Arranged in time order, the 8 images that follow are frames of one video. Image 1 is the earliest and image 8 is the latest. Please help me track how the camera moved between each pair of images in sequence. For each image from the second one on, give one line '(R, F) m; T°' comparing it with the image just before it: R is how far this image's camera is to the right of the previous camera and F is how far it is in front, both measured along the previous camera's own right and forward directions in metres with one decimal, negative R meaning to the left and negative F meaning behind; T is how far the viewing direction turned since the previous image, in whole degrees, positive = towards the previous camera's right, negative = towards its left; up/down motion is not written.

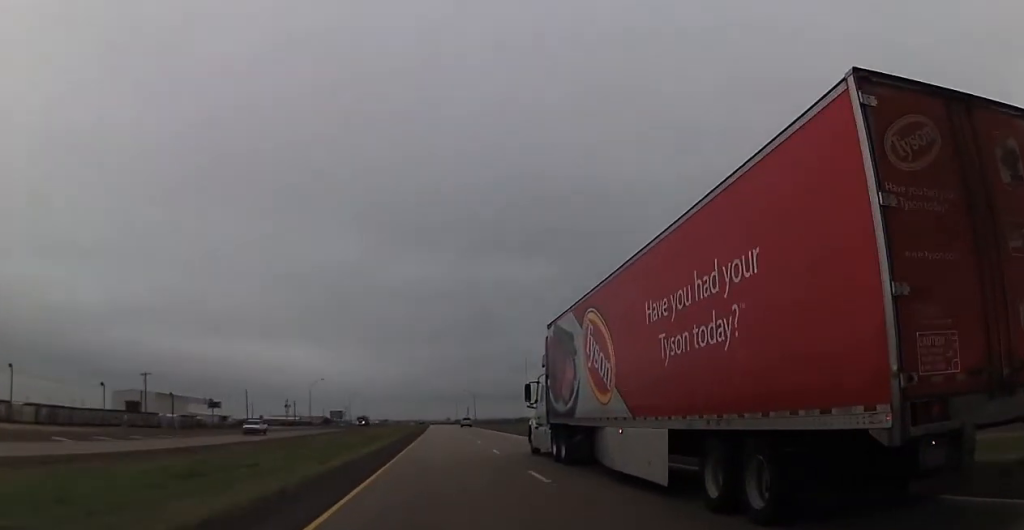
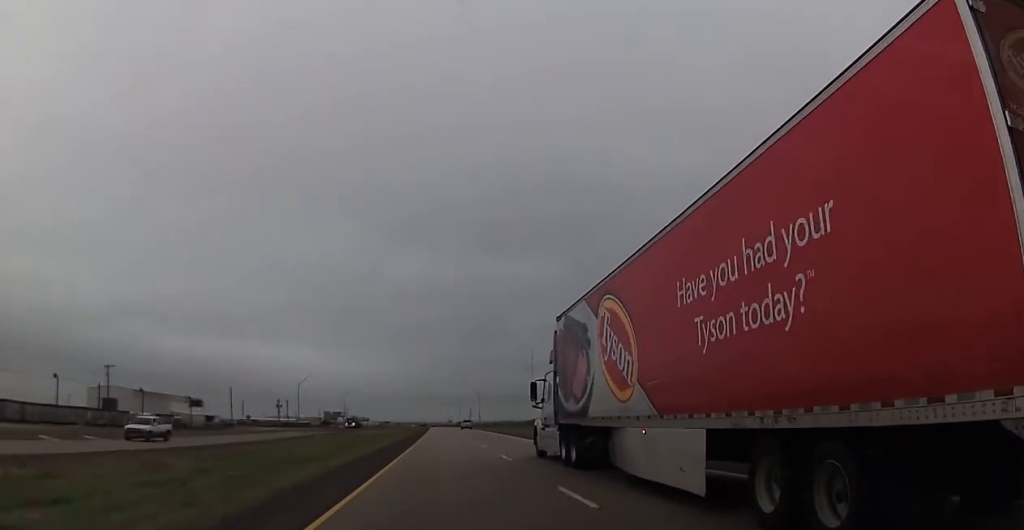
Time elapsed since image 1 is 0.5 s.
(0.0, +16.5) m; 0°
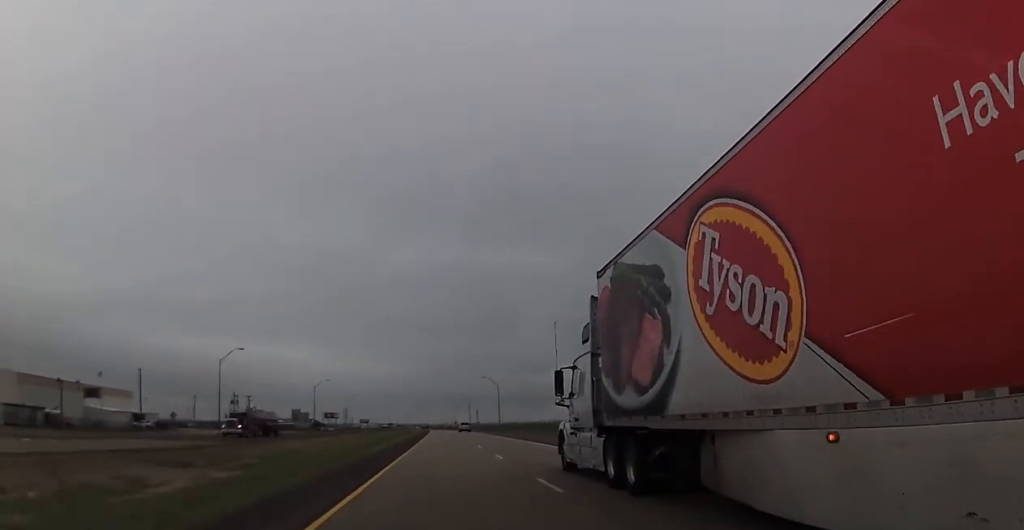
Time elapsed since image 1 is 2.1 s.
(0.0, +59.0) m; 0°
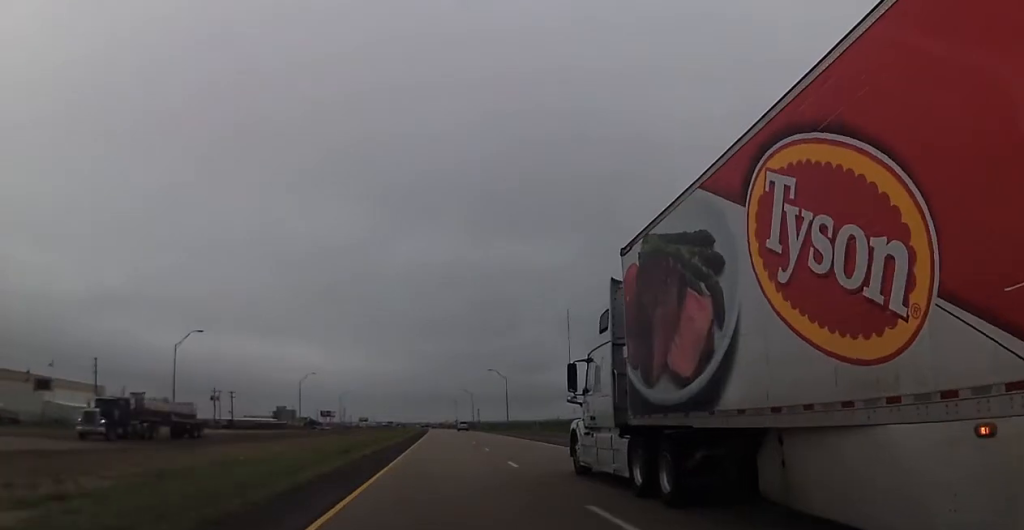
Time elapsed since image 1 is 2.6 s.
(0.0, +17.6) m; 0°
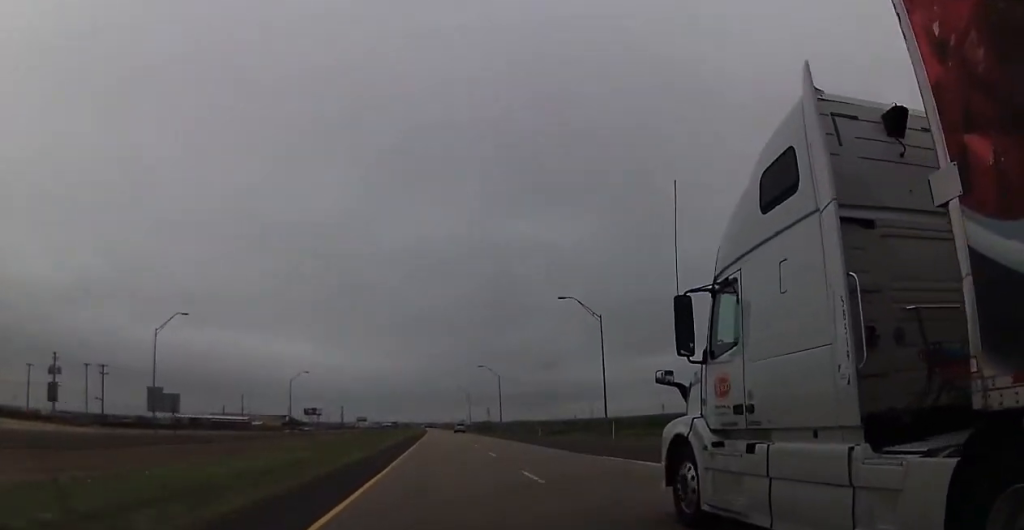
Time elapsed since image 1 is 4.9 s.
(-0.4, +78.0) m; -1°
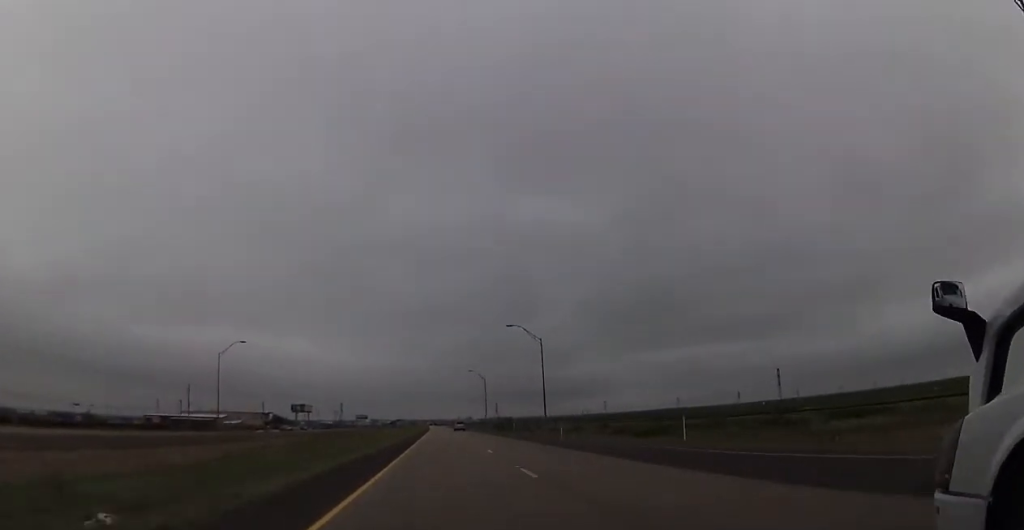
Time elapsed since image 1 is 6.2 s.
(-0.5, +47.8) m; -1°
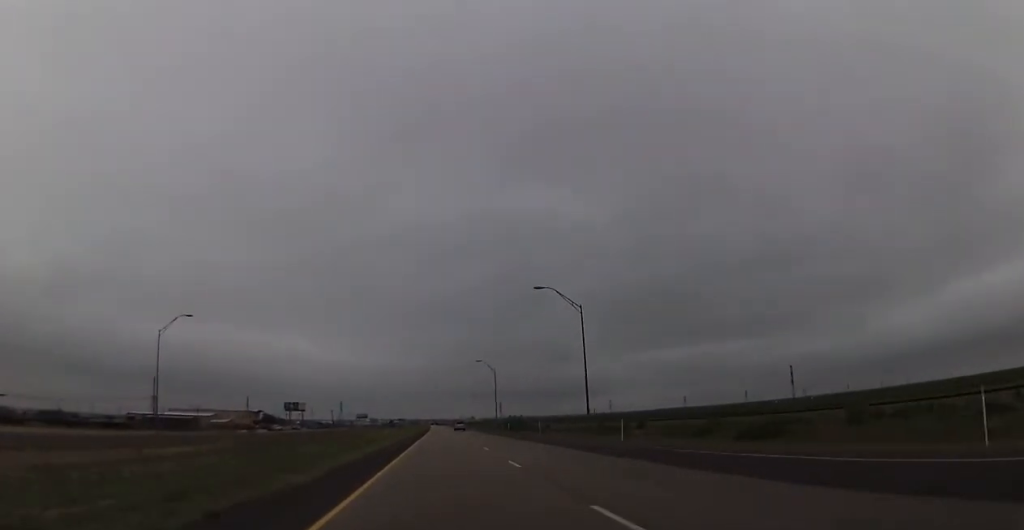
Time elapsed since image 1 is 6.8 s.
(0.0, +21.1) m; 0°
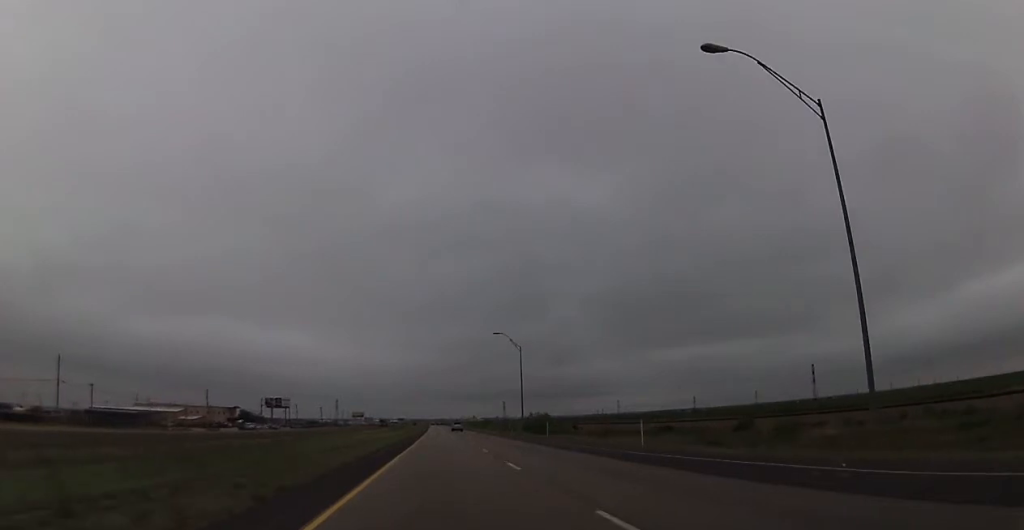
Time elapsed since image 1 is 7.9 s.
(+0.3, +37.5) m; 0°
